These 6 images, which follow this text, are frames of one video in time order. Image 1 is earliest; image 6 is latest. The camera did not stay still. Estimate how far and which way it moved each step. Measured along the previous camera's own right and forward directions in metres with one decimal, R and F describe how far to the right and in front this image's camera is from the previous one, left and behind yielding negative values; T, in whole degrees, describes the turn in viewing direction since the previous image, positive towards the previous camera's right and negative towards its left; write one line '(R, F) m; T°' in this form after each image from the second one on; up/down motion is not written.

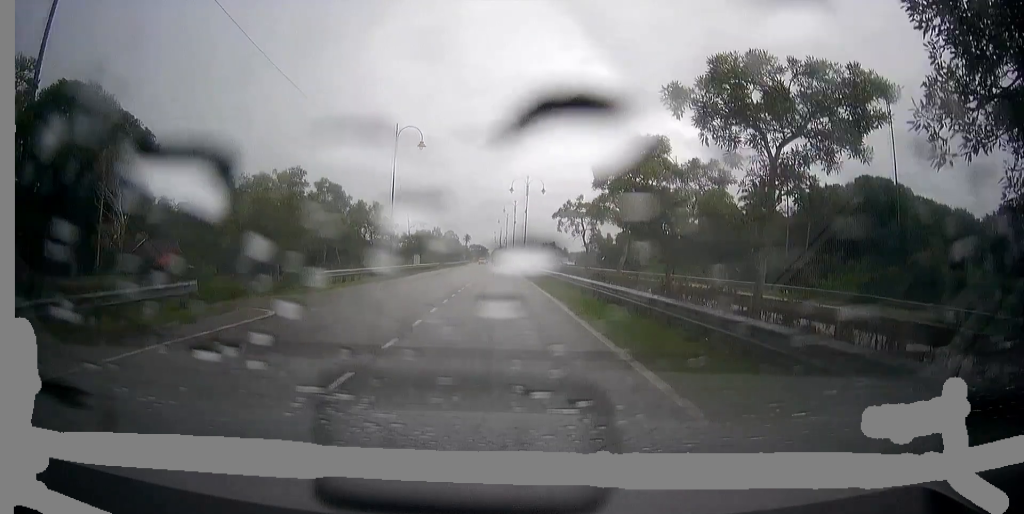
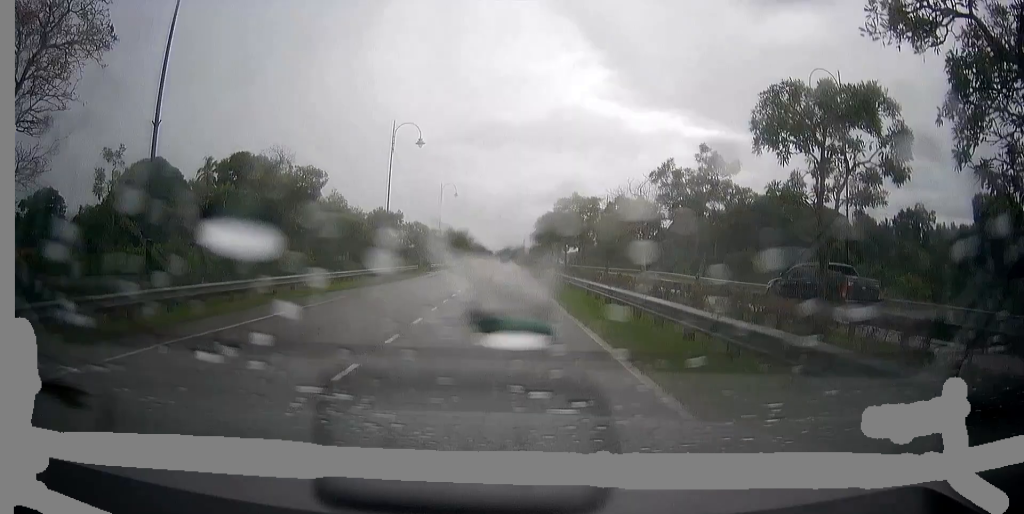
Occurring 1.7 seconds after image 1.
(+0.3, +42.3) m; +1°
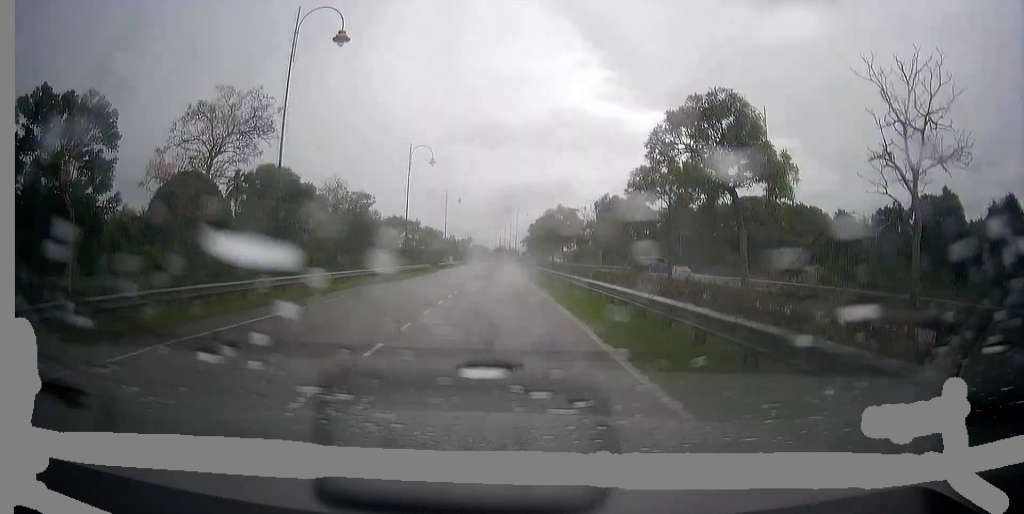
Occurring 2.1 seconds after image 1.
(0.0, +10.7) m; 0°
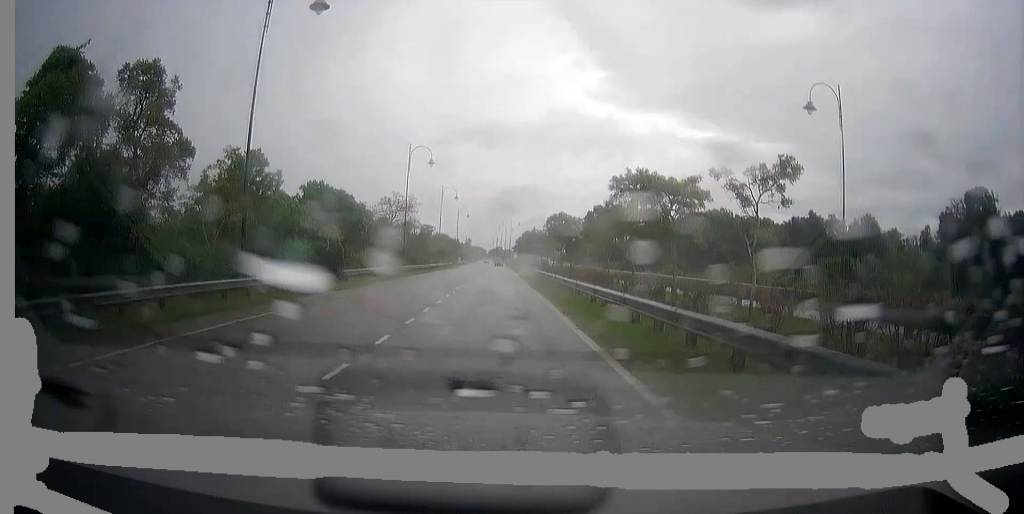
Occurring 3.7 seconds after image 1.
(-0.3, +38.3) m; -1°
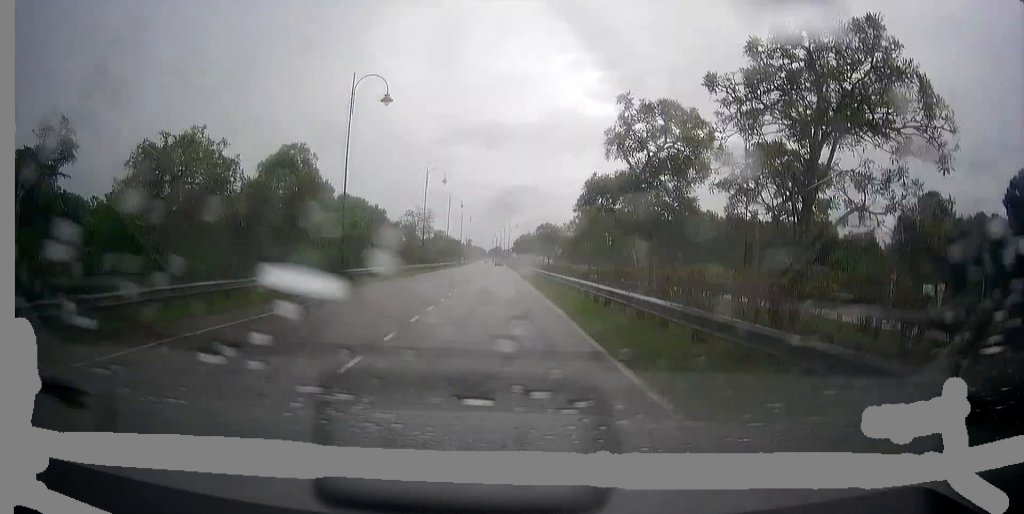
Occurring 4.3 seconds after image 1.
(0.0, +13.7) m; 0°
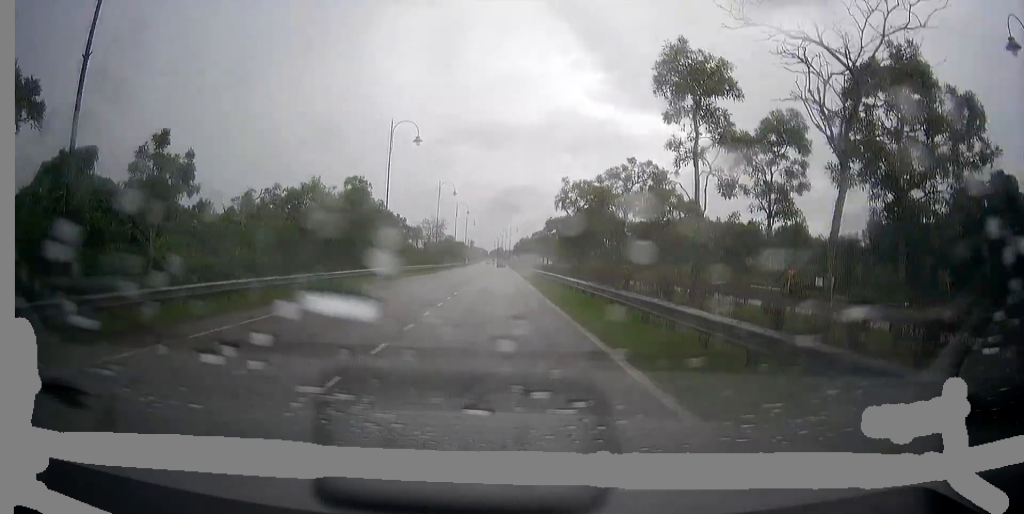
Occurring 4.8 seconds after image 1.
(-0.1, +13.6) m; 0°
